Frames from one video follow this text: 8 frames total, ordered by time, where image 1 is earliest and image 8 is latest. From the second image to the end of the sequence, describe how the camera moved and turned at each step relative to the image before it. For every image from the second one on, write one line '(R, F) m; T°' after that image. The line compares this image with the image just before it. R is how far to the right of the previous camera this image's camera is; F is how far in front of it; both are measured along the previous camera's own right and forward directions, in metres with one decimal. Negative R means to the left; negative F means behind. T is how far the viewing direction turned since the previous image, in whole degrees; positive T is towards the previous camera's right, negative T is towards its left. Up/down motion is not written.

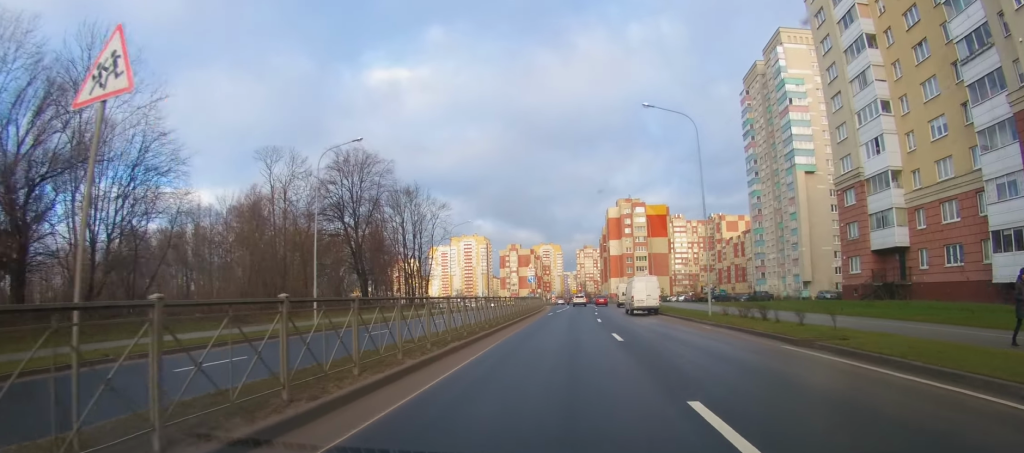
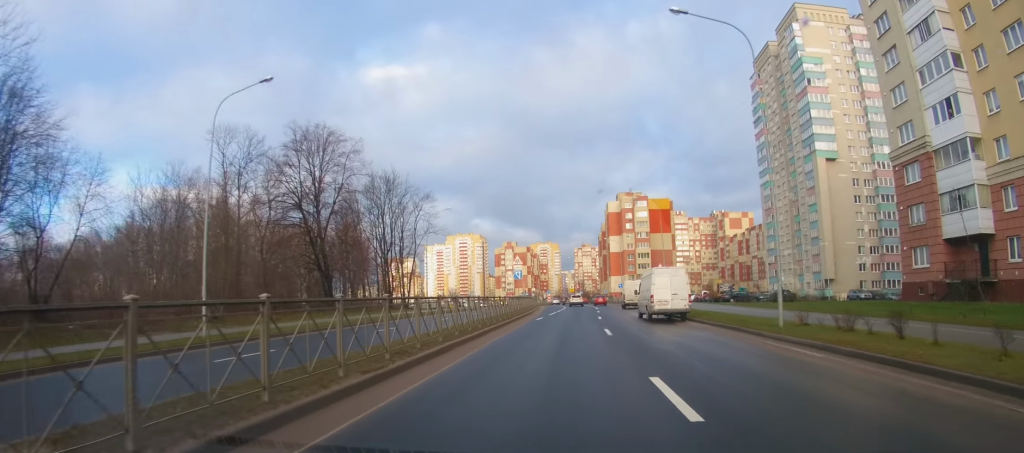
(+0.1, +10.9) m; 0°
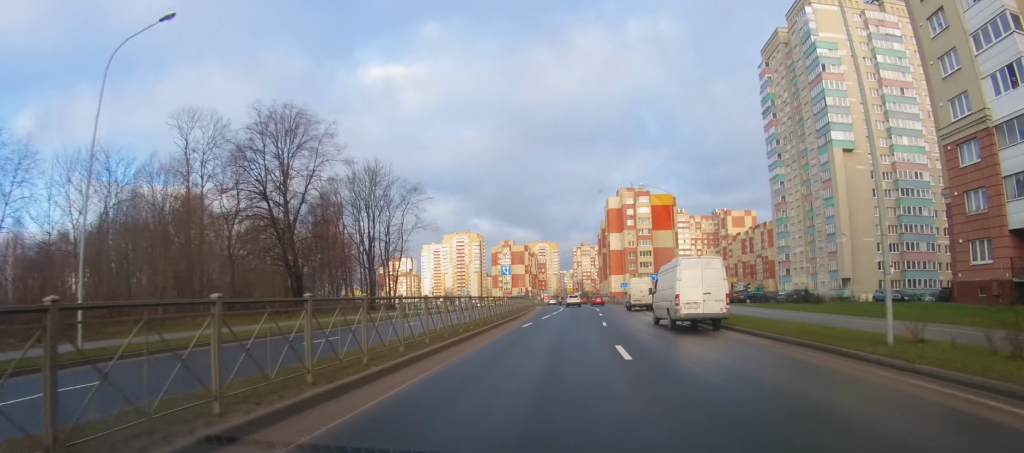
(0.0, +6.7) m; 0°
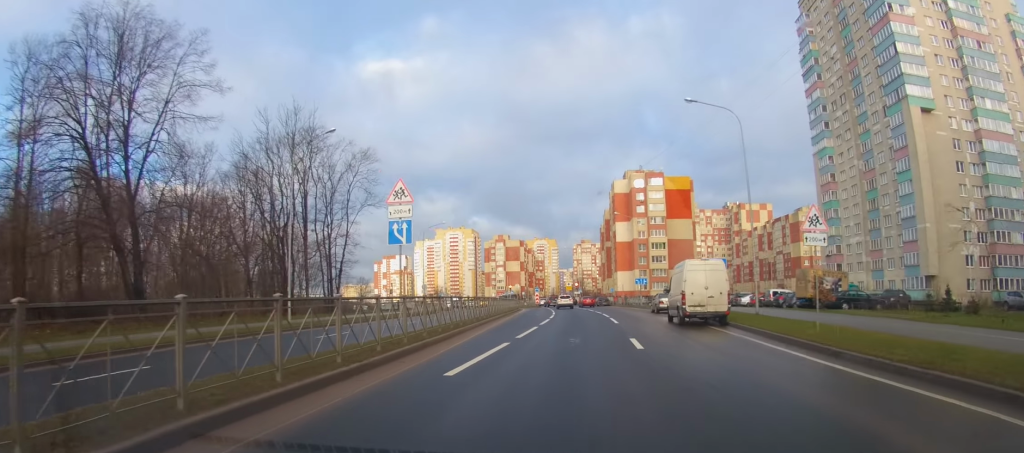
(-0.2, +22.1) m; -1°
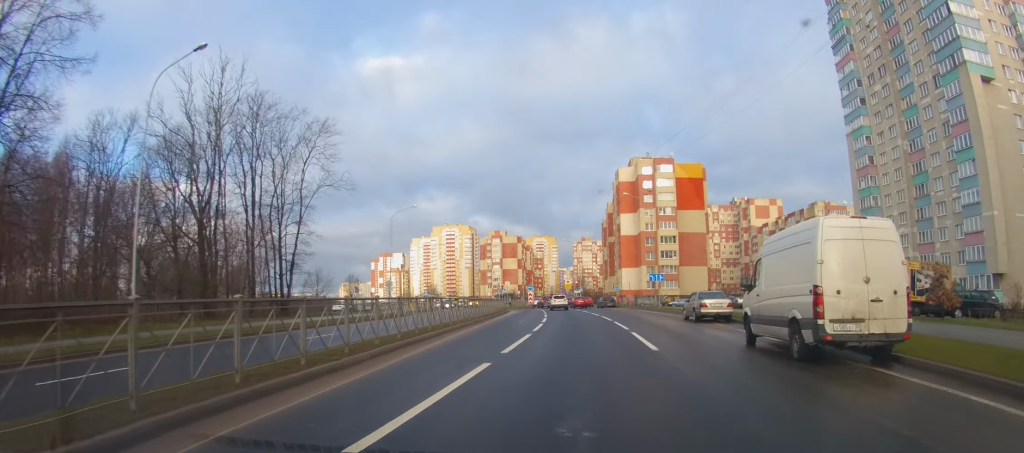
(0.0, +12.4) m; +1°
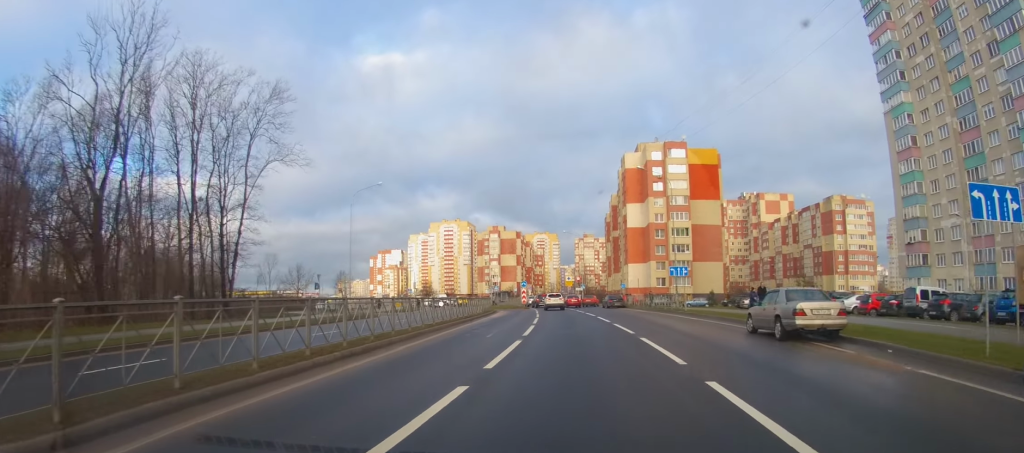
(+0.1, +10.6) m; 0°
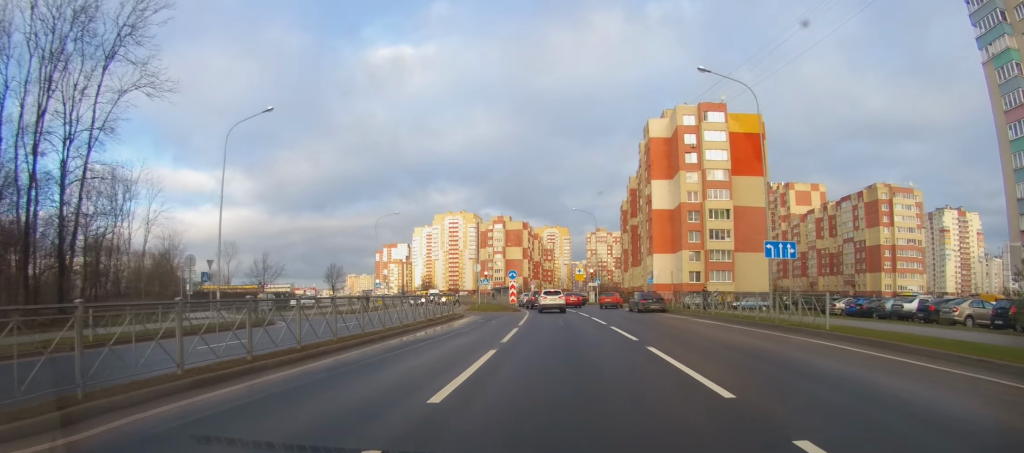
(0.0, +19.9) m; -1°
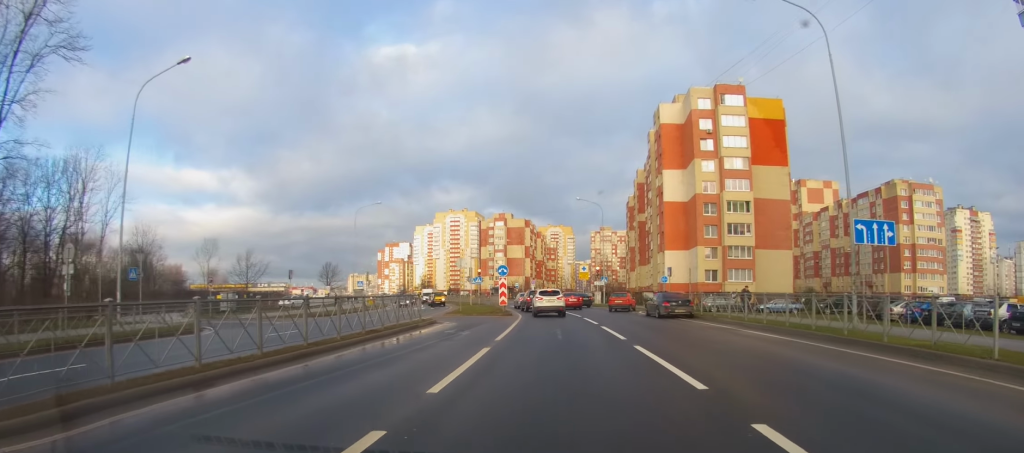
(0.0, +7.9) m; -1°
